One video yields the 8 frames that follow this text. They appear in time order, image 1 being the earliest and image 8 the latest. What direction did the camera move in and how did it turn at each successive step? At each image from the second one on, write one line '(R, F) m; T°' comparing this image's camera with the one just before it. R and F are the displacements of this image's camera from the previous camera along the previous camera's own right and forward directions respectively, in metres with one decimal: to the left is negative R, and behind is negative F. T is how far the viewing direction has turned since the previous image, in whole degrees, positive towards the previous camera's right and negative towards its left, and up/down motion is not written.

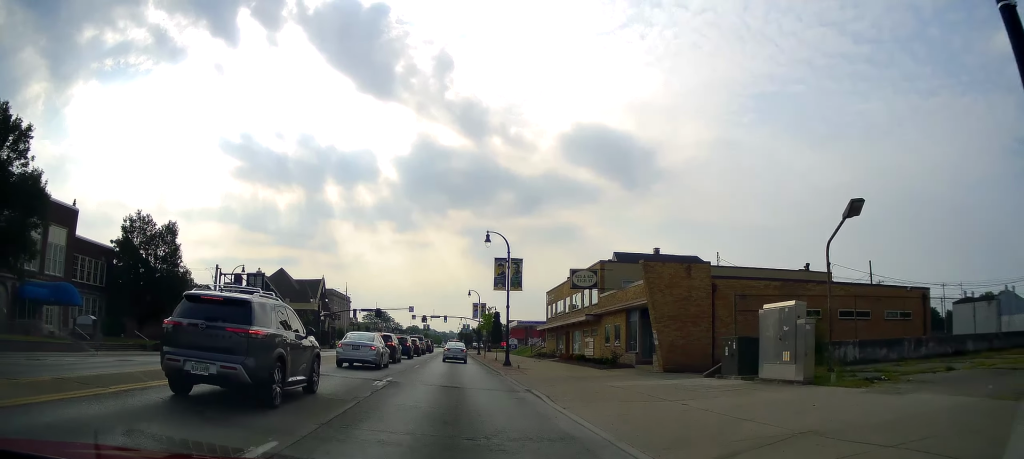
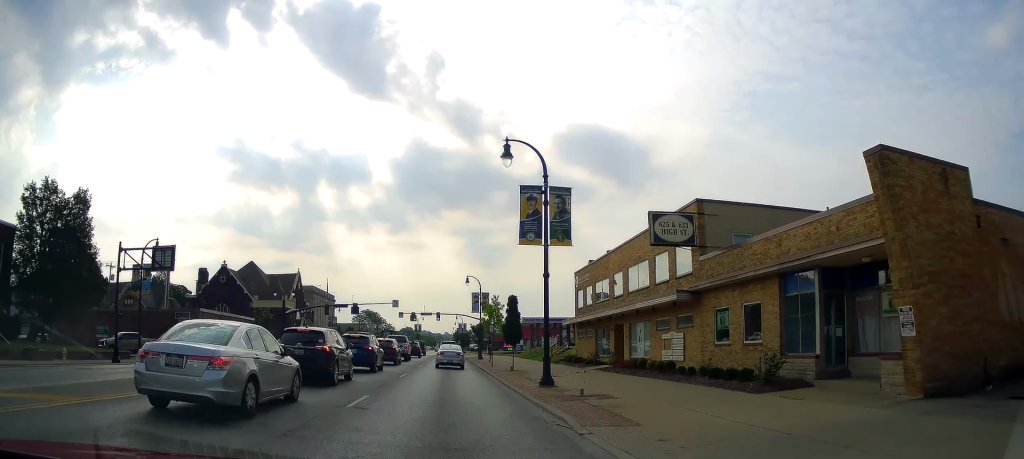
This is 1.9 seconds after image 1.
(+0.3, +17.9) m; +4°
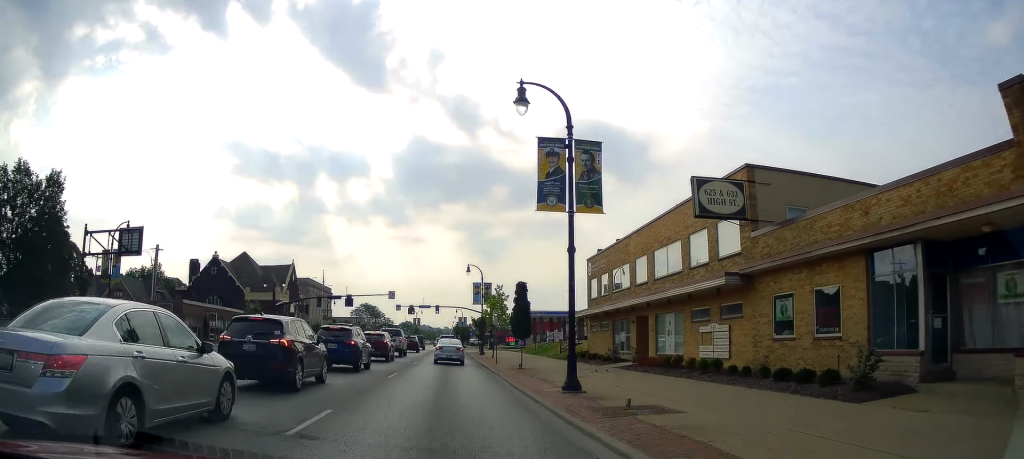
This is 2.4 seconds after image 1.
(+0.1, +4.4) m; +3°
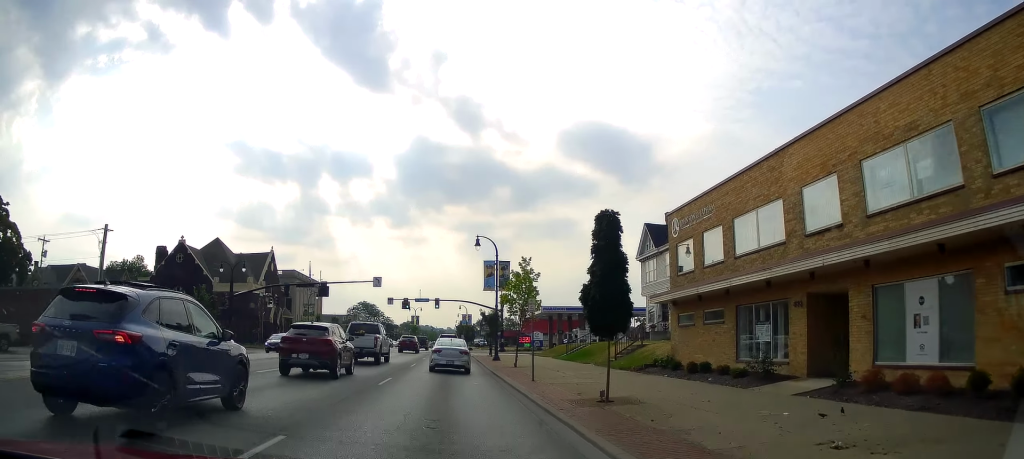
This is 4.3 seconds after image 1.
(-0.7, +15.4) m; -3°
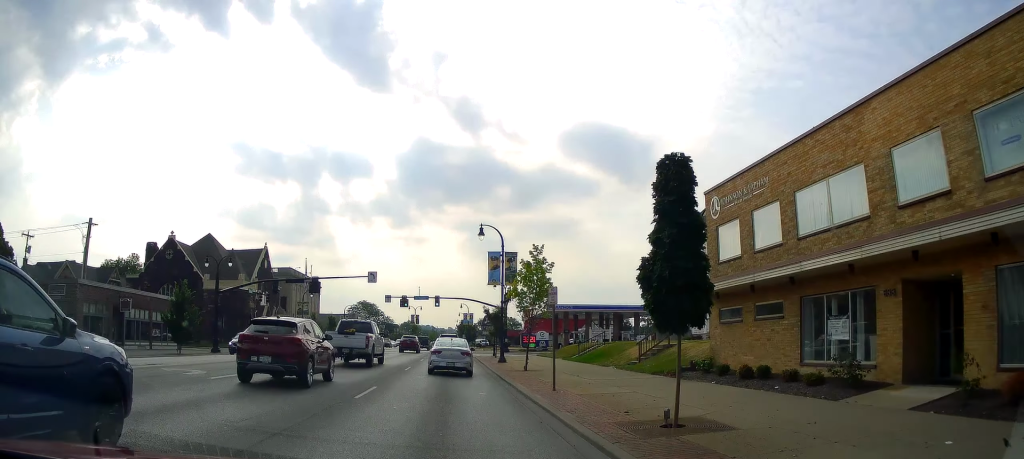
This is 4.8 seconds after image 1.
(+0.1, +3.9) m; +1°
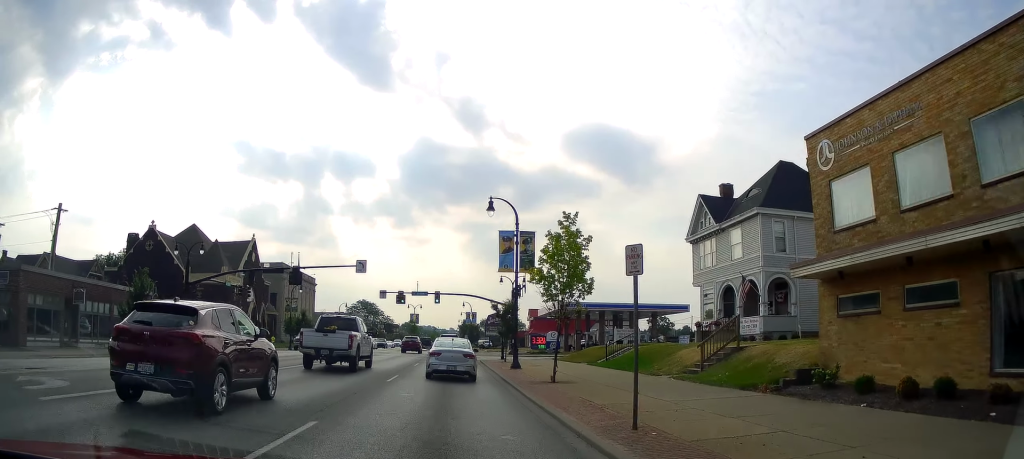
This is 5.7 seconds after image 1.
(+0.4, +6.8) m; 0°
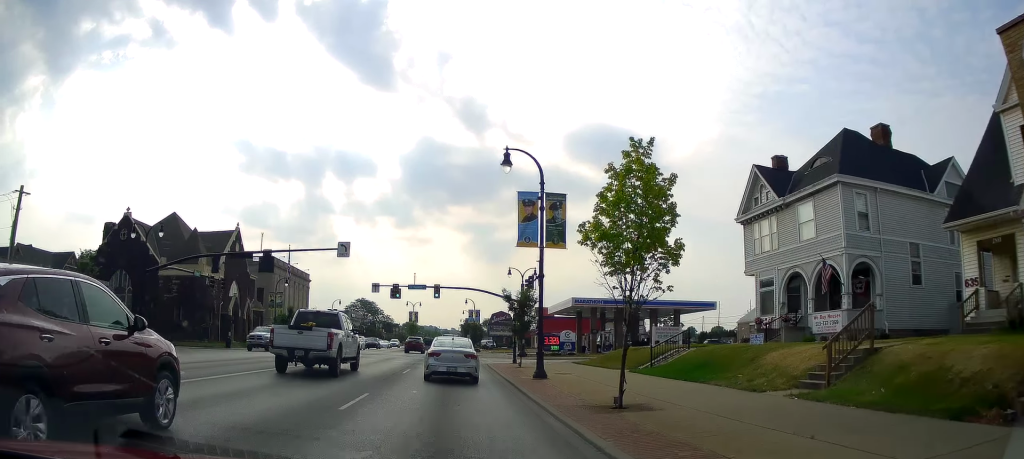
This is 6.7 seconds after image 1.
(-0.4, +7.4) m; -3°
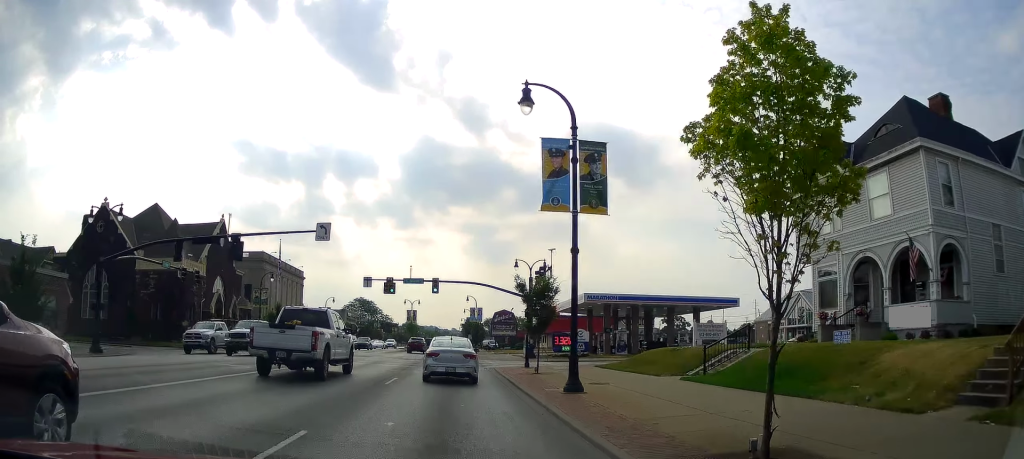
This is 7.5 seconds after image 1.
(0.0, +5.6) m; 0°
